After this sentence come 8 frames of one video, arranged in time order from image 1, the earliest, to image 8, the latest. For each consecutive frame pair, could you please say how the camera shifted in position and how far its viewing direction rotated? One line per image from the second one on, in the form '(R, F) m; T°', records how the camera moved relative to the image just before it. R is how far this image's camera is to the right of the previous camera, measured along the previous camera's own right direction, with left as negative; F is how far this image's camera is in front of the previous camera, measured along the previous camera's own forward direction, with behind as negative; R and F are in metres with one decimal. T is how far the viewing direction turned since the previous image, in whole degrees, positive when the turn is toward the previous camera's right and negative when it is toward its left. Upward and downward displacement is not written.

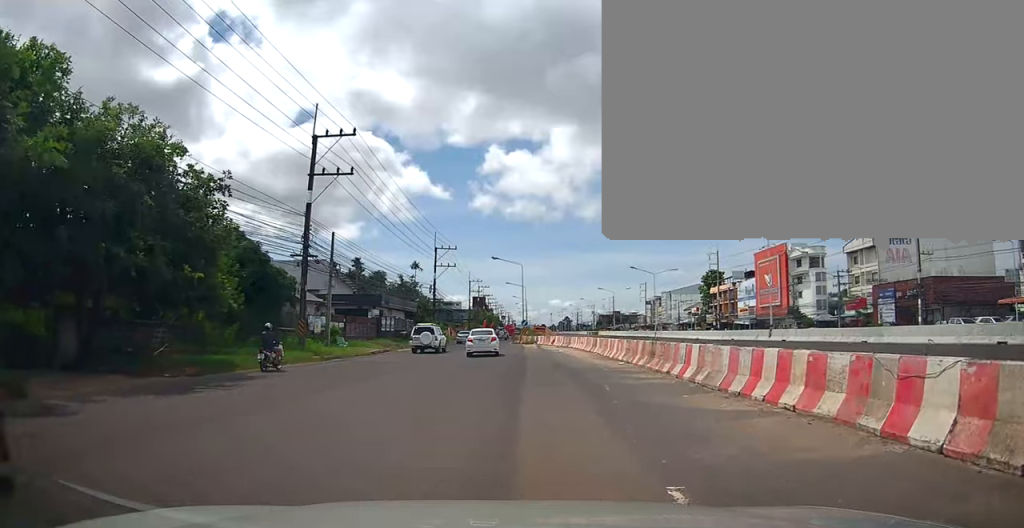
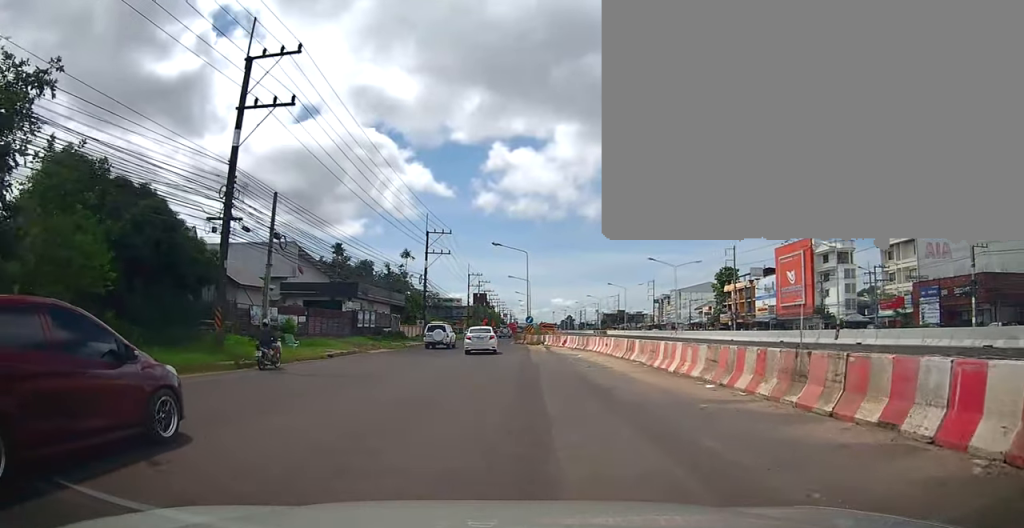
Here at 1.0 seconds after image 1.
(+0.2, +8.9) m; -1°
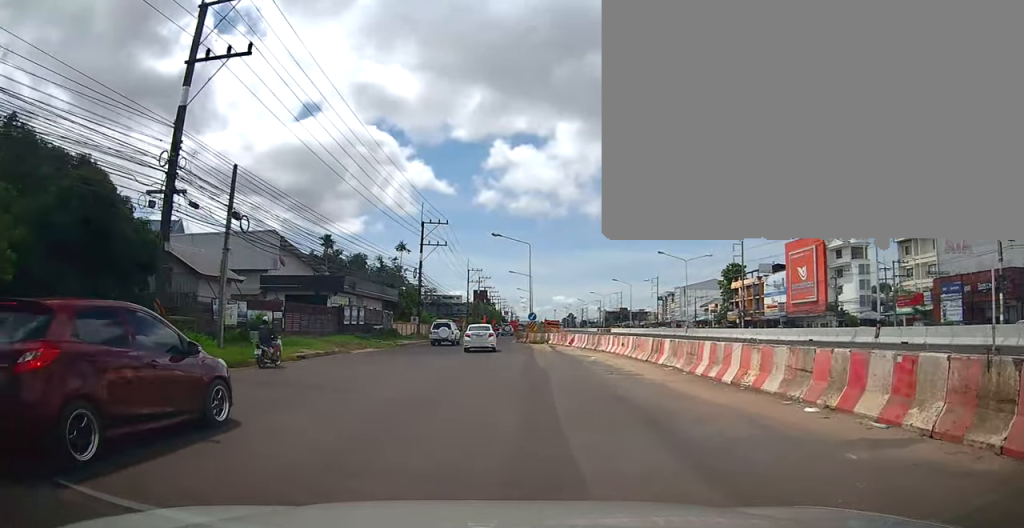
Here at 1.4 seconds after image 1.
(-0.3, +4.0) m; 0°
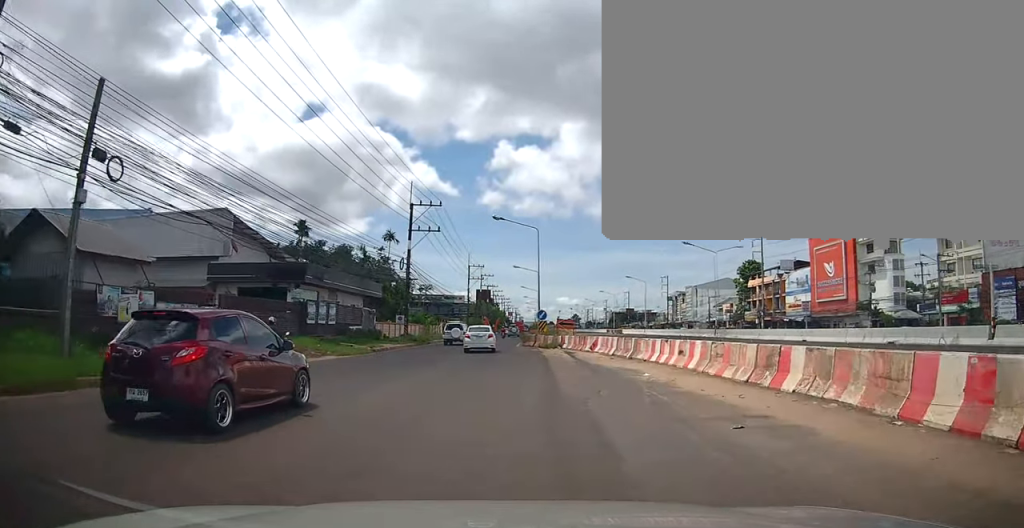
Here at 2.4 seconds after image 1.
(+0.2, +8.1) m; 0°
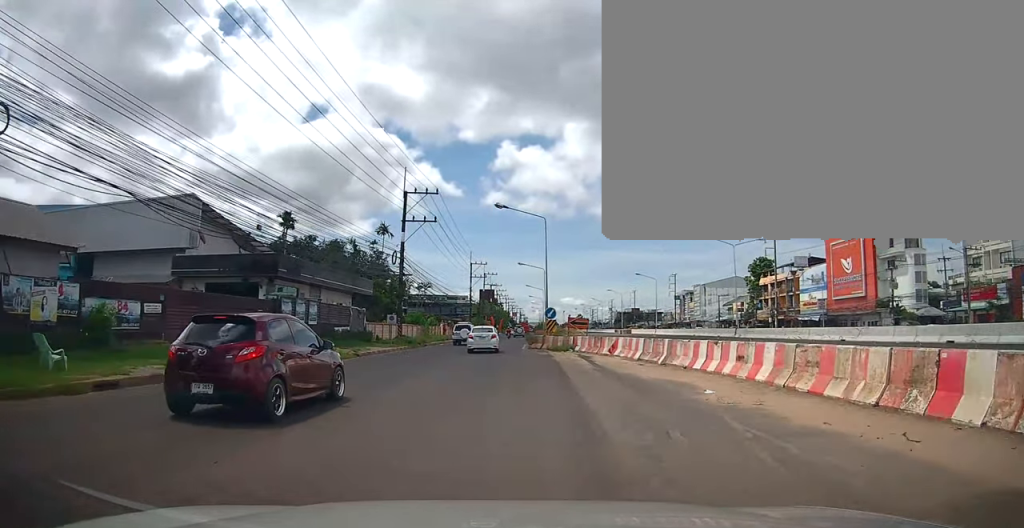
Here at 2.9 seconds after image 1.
(+0.3, +4.3) m; 0°
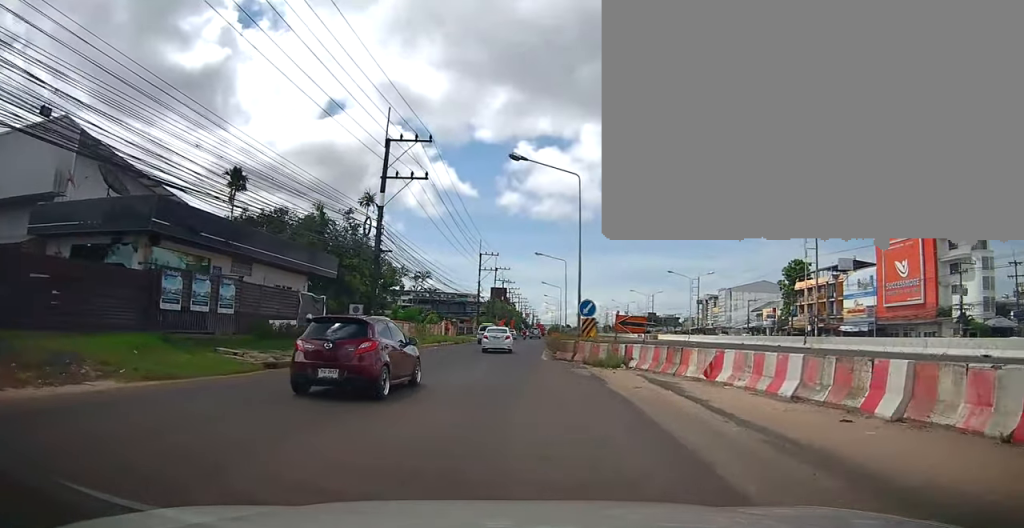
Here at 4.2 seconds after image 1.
(-0.9, +11.1) m; -5°
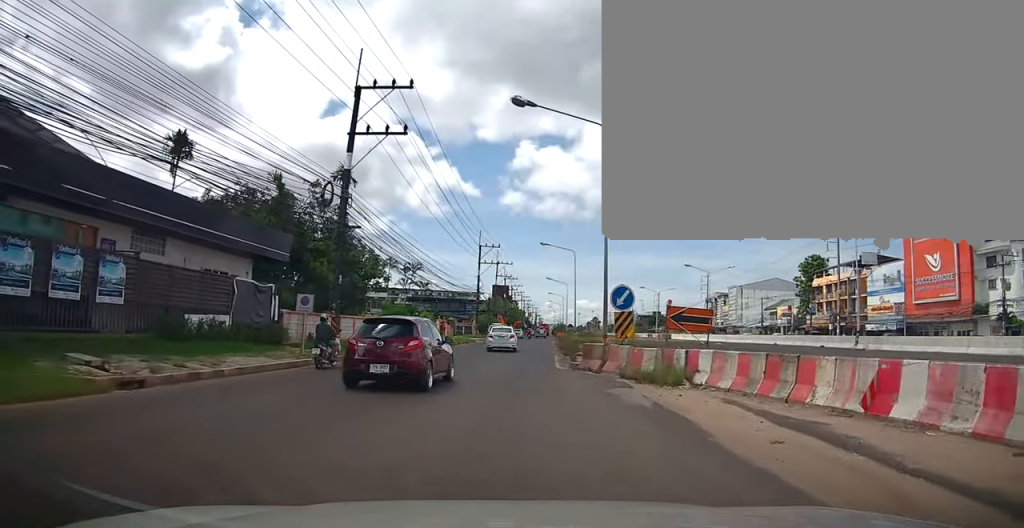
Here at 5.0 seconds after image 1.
(0.0, +6.6) m; +1°
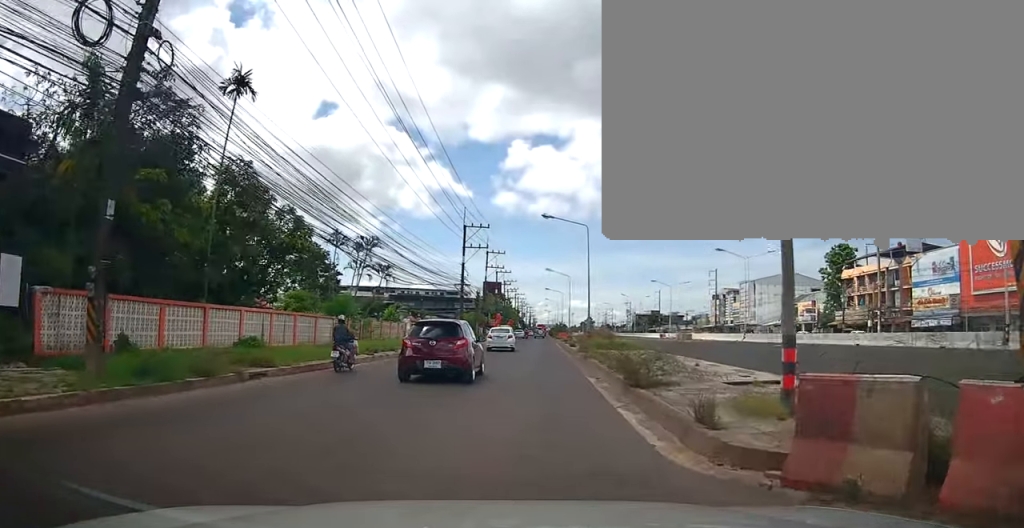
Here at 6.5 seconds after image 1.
(+1.0, +13.3) m; +5°
